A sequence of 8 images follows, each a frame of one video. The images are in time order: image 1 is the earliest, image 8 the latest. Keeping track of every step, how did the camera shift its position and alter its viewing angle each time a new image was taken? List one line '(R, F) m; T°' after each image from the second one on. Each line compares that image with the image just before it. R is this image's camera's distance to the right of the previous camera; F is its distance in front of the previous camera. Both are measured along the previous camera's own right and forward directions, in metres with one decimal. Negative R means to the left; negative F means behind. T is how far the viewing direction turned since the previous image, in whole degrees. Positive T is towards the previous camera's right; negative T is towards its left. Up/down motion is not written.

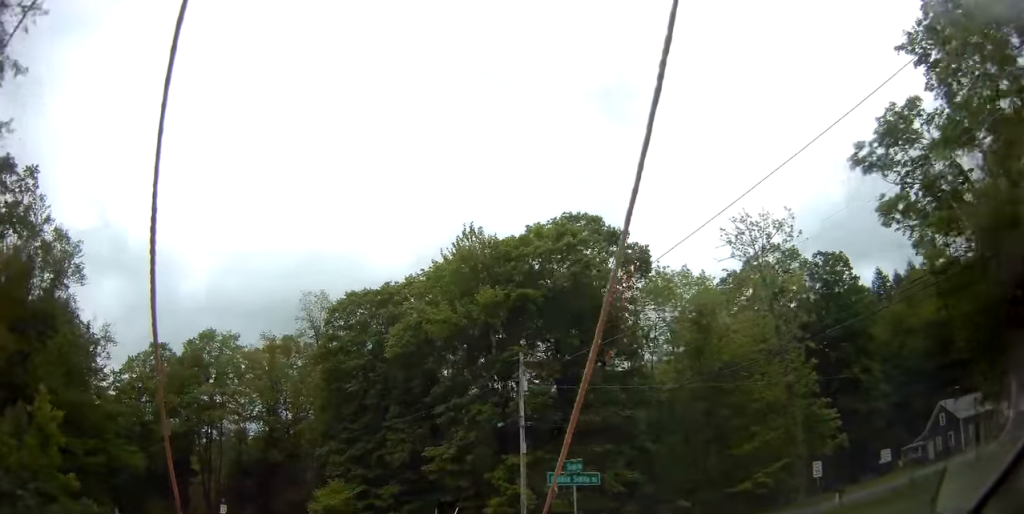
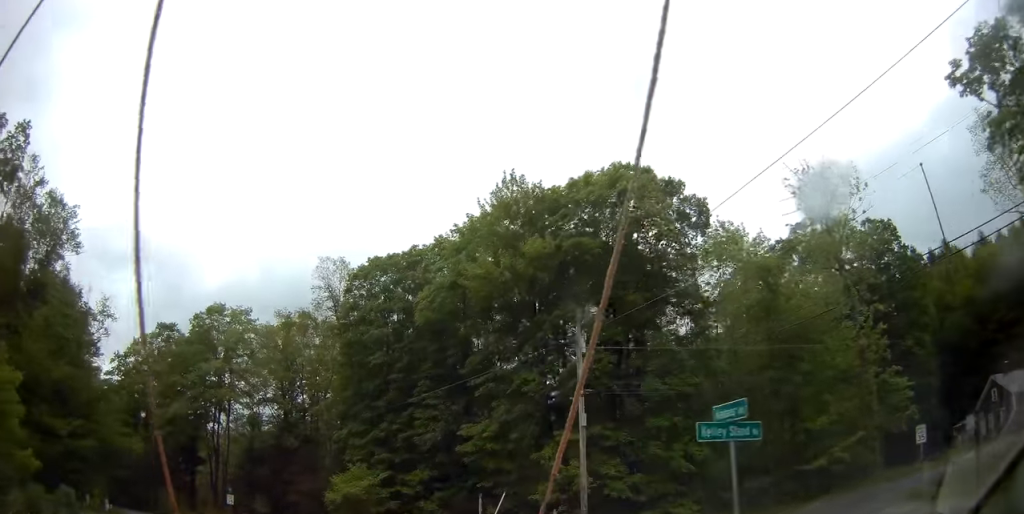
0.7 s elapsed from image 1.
(-0.3, +5.7) m; -2°
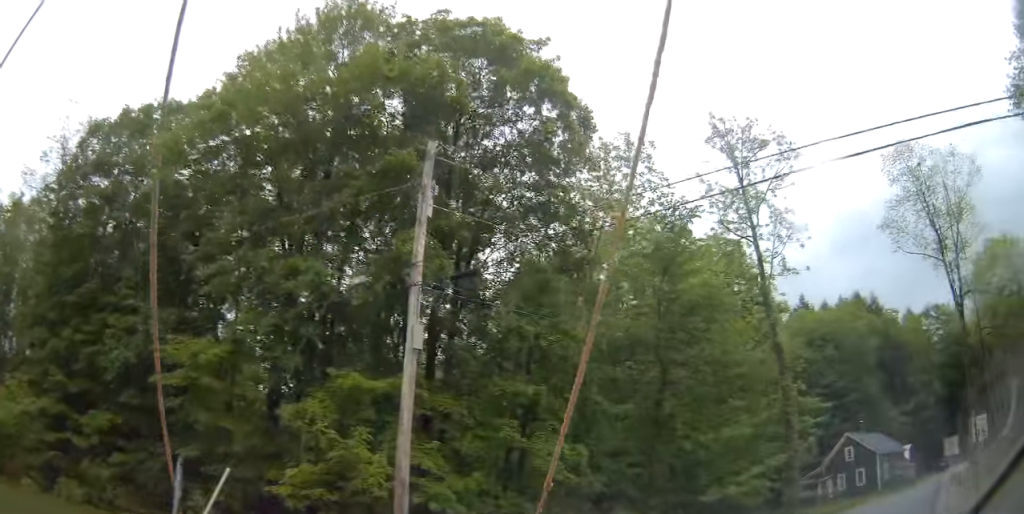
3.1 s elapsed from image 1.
(+1.6, +15.6) m; +34°
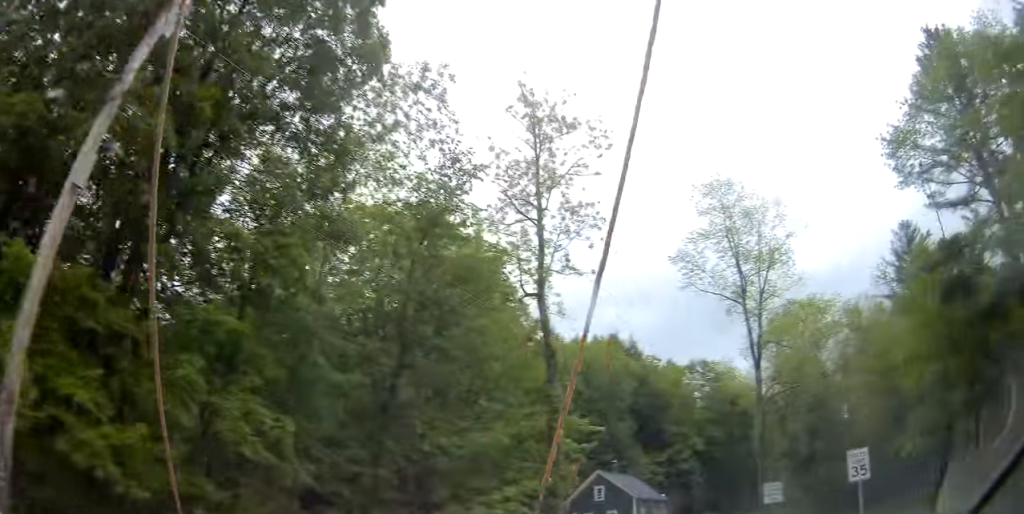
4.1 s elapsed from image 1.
(+1.6, +4.6) m; +34°
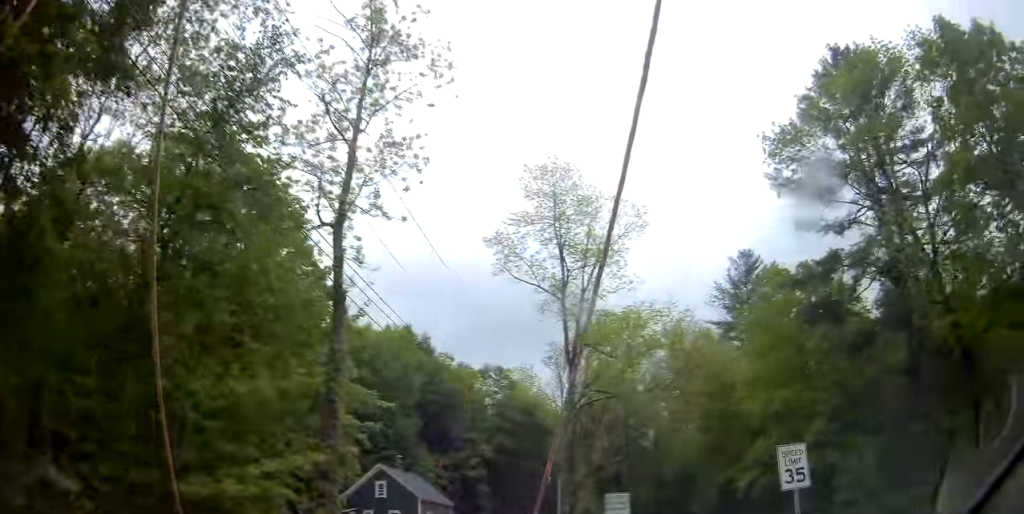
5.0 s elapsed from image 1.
(+1.0, +4.8) m; +17°
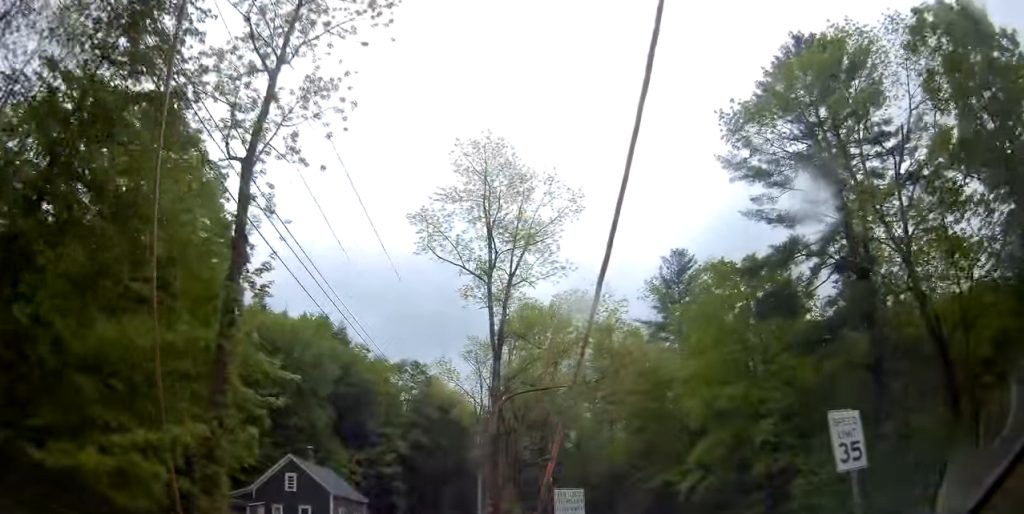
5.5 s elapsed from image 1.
(+0.2, +3.2) m; +6°
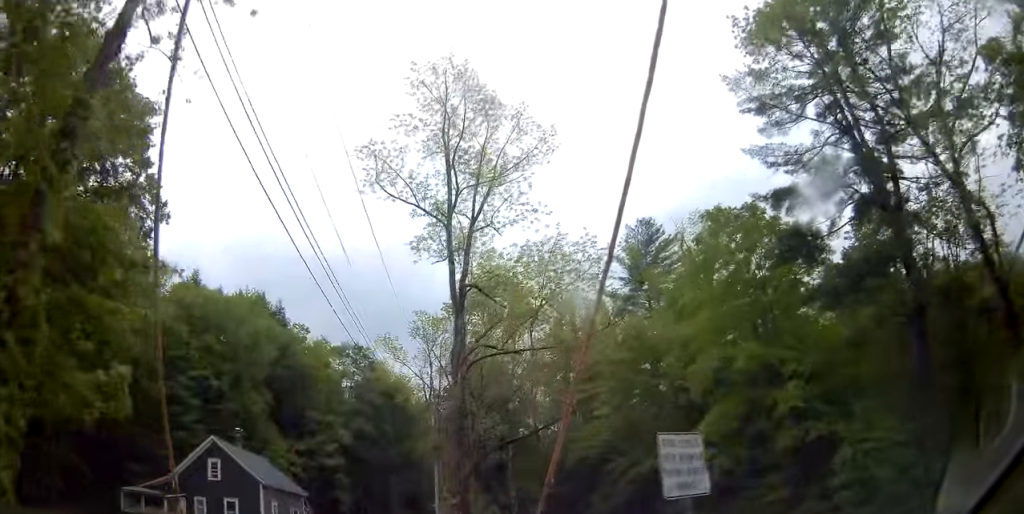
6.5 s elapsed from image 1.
(+0.7, +6.7) m; +8°
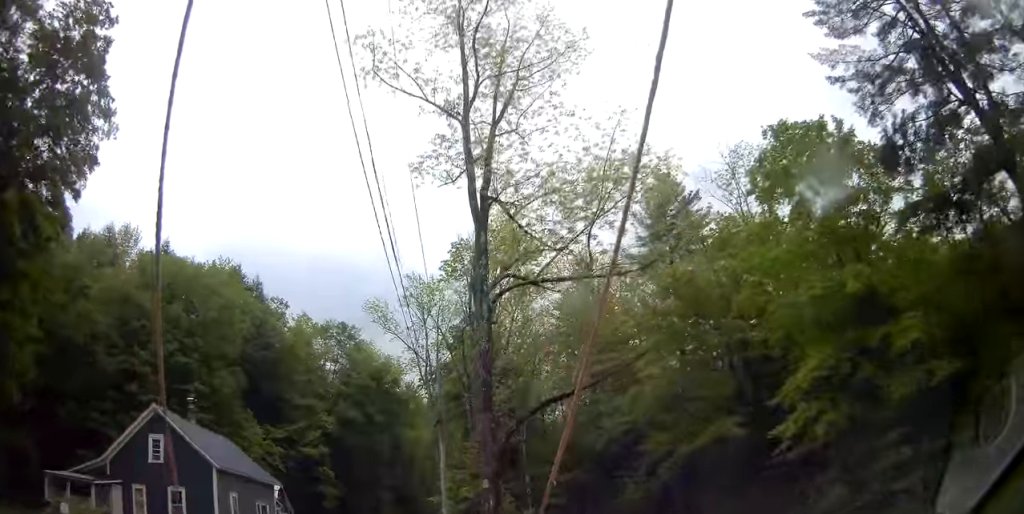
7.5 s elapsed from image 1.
(+0.2, +8.3) m; 0°
